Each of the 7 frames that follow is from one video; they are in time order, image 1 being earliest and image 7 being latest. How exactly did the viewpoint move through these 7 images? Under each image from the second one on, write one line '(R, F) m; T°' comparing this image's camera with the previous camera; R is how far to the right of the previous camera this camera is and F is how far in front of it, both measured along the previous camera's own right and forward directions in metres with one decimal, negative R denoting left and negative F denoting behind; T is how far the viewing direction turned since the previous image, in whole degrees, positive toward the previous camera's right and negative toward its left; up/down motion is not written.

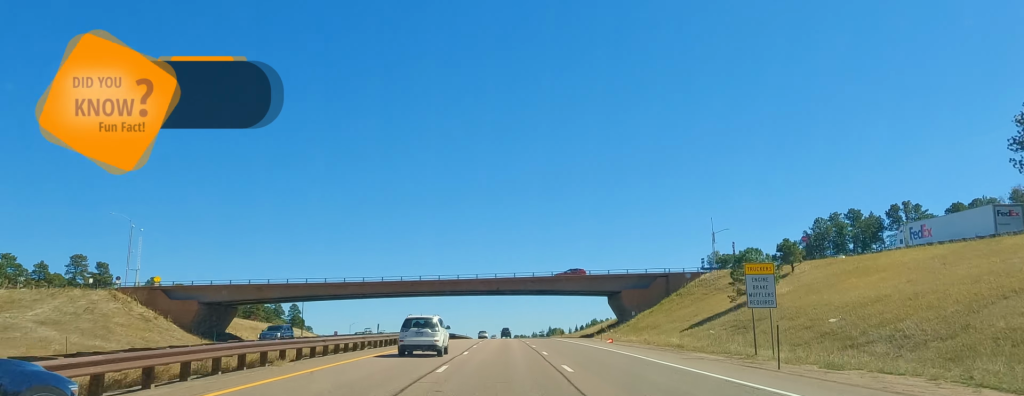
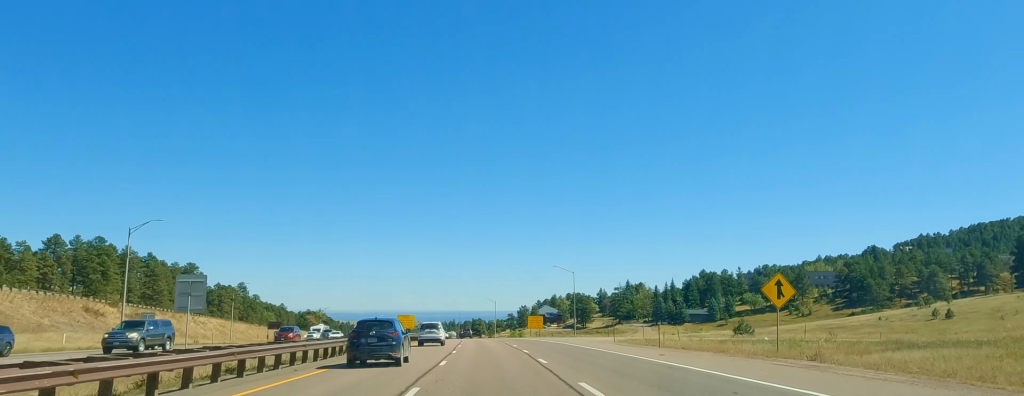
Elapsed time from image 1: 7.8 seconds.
(-6.2, +263.2) m; -5°
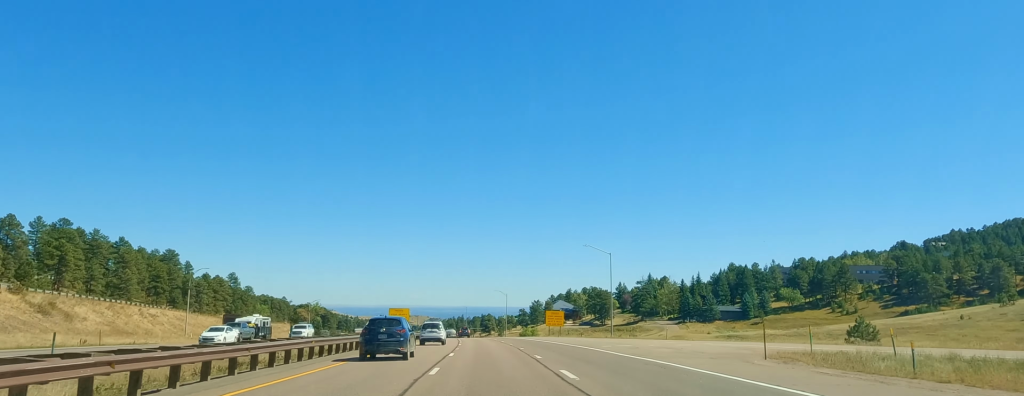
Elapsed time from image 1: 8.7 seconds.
(0.0, +29.9) m; -1°
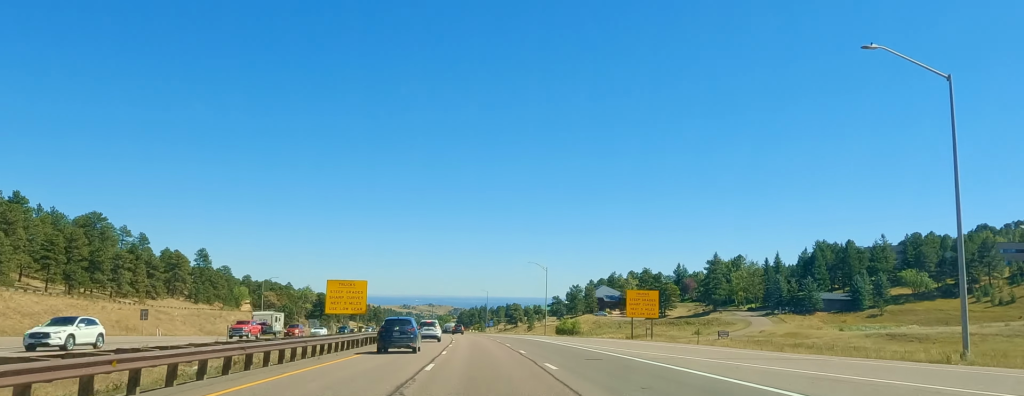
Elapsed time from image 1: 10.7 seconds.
(-0.9, +69.2) m; -2°
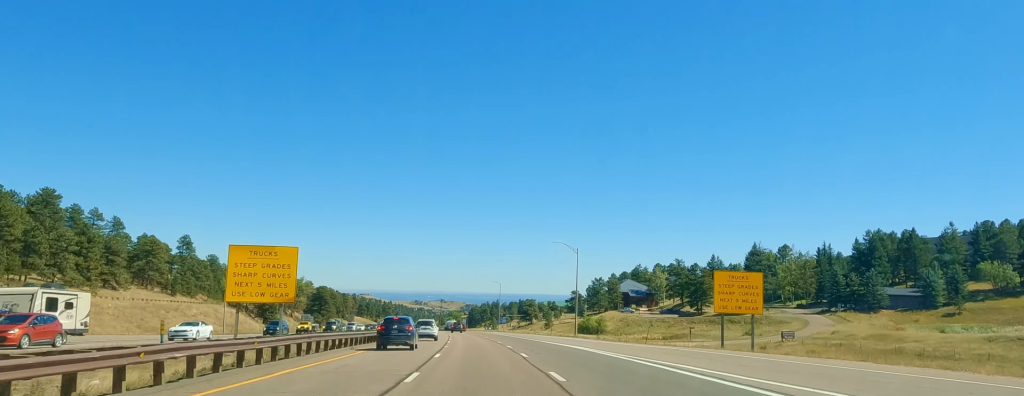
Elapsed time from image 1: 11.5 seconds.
(0.0, +28.9) m; -1°
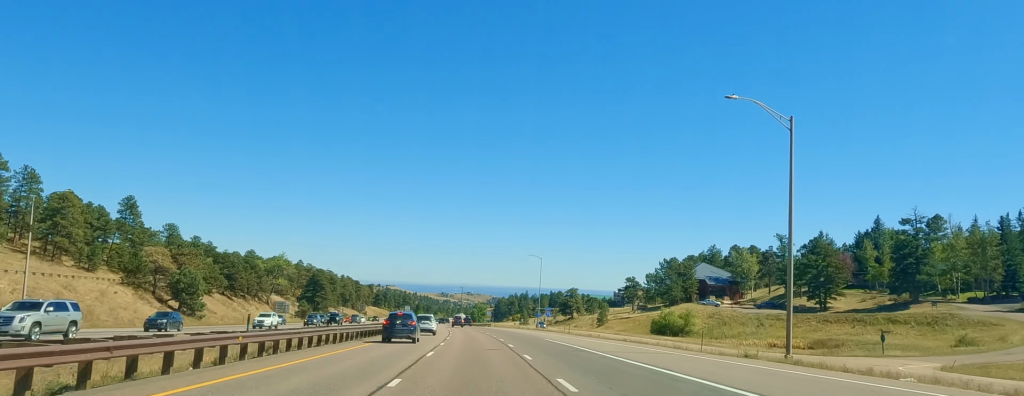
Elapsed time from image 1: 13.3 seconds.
(-1.4, +62.8) m; -2°
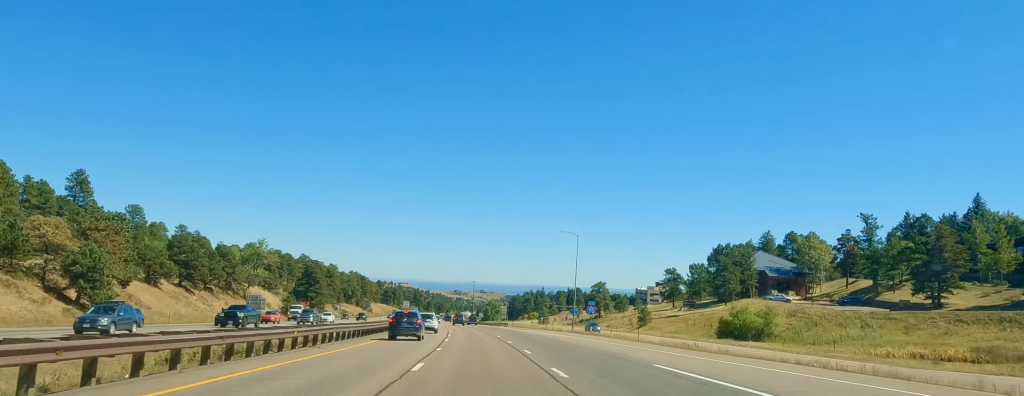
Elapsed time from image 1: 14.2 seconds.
(-0.5, +32.7) m; -1°
